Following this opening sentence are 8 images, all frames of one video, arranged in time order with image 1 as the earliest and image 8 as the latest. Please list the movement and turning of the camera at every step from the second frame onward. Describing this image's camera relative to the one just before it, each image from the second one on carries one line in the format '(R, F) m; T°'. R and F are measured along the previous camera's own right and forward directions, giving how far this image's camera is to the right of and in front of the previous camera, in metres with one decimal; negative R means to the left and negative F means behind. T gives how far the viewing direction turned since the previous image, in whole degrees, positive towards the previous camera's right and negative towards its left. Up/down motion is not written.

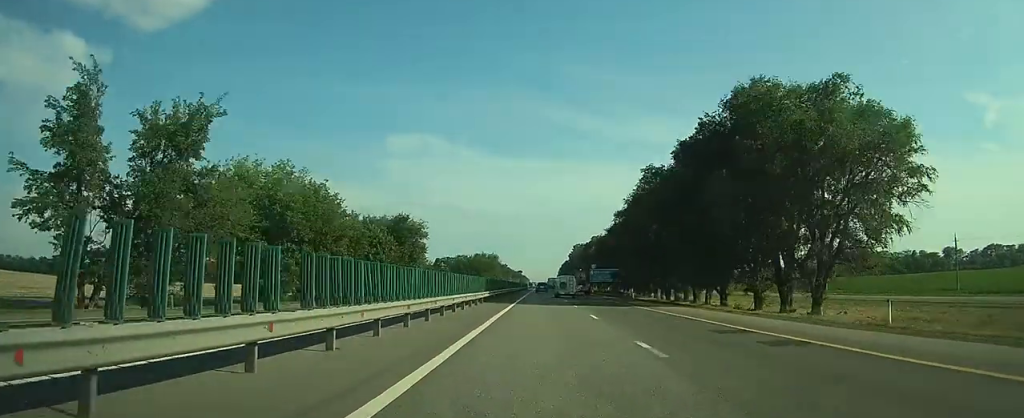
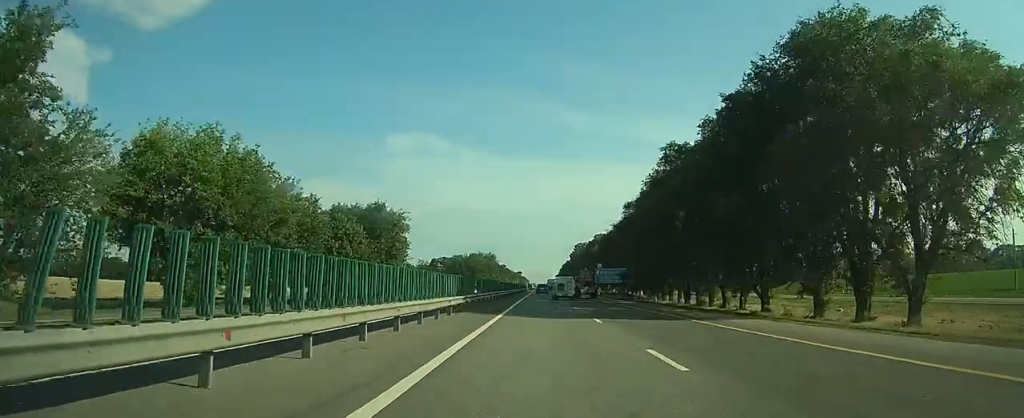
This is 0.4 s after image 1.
(0.0, +13.1) m; 0°
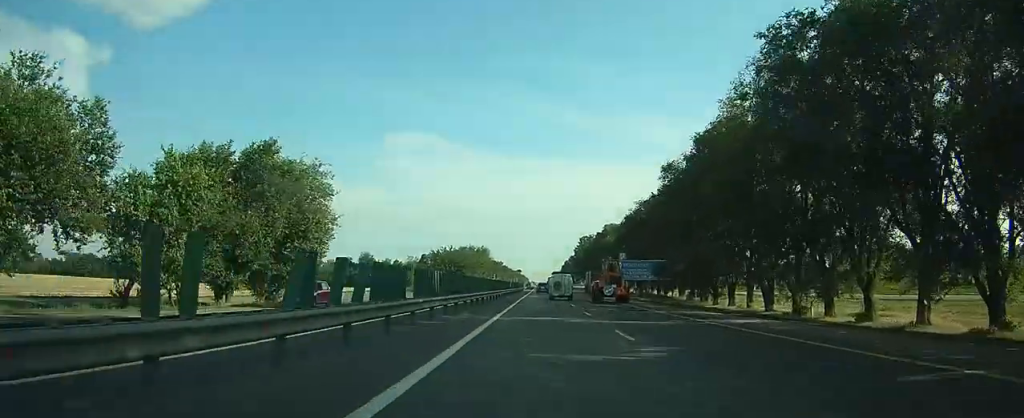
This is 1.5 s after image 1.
(0.0, +31.0) m; 0°
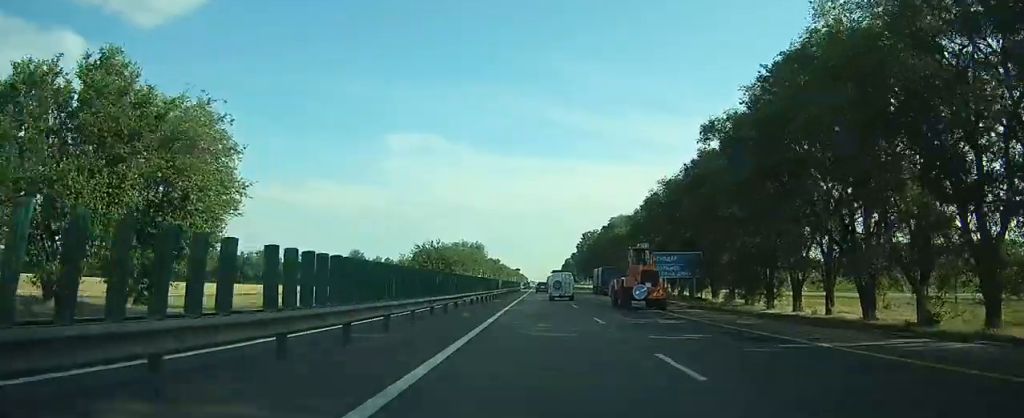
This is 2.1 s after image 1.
(0.0, +17.9) m; 0°
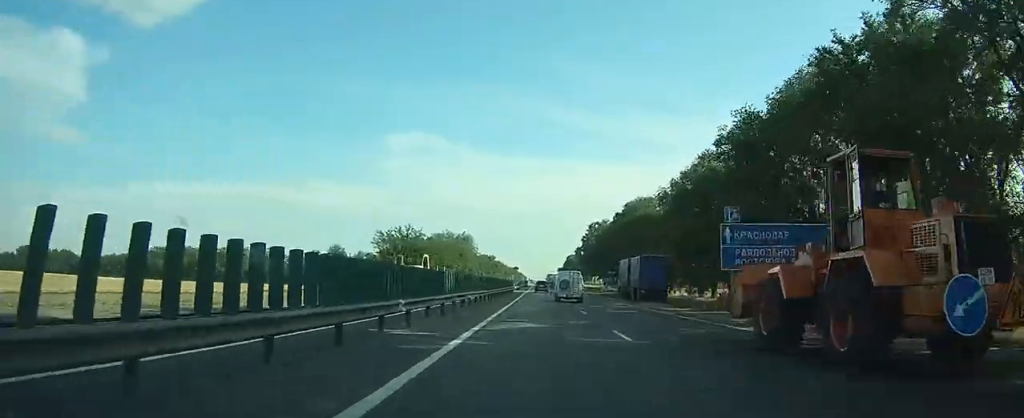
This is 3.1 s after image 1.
(0.0, +30.4) m; 0°
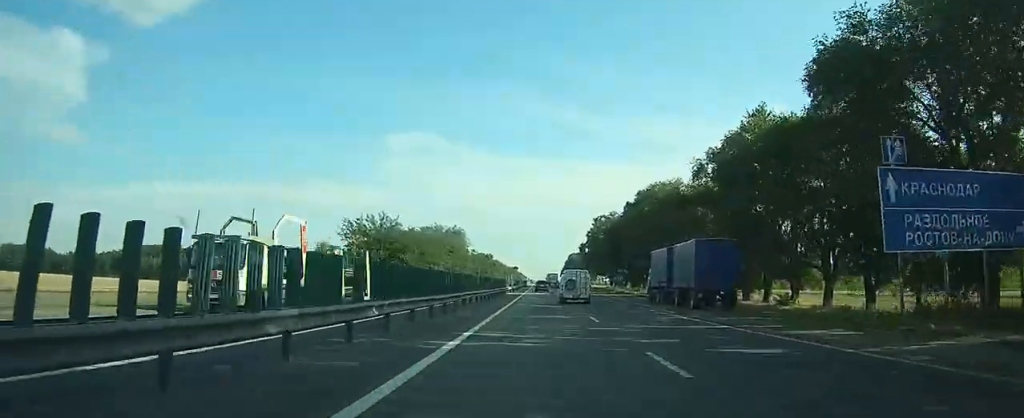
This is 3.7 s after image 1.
(0.0, +17.5) m; 0°
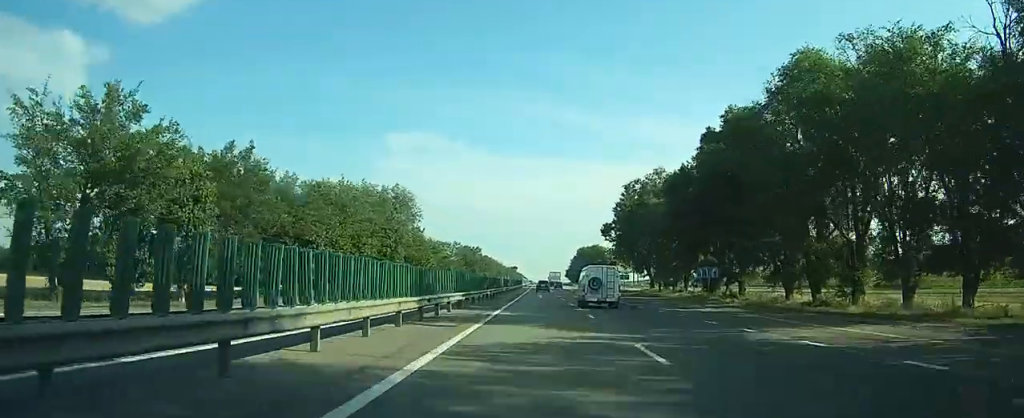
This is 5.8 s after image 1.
(+0.1, +59.3) m; 0°
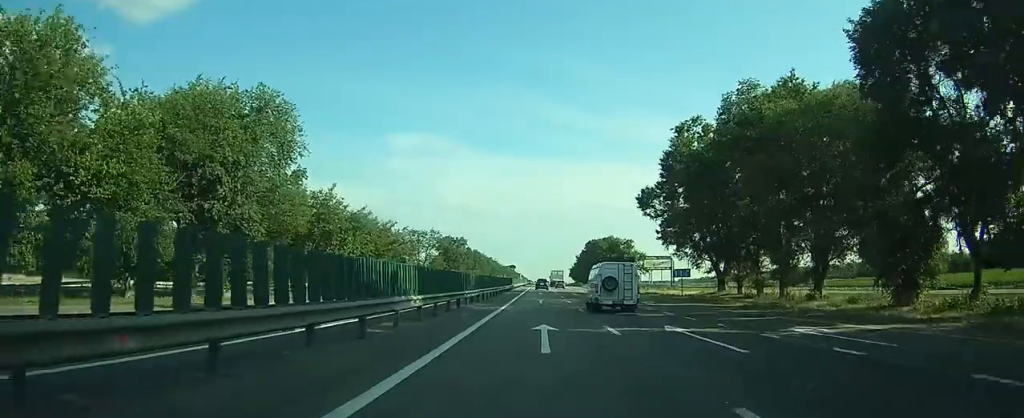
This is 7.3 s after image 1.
(+0.3, +43.3) m; 0°
